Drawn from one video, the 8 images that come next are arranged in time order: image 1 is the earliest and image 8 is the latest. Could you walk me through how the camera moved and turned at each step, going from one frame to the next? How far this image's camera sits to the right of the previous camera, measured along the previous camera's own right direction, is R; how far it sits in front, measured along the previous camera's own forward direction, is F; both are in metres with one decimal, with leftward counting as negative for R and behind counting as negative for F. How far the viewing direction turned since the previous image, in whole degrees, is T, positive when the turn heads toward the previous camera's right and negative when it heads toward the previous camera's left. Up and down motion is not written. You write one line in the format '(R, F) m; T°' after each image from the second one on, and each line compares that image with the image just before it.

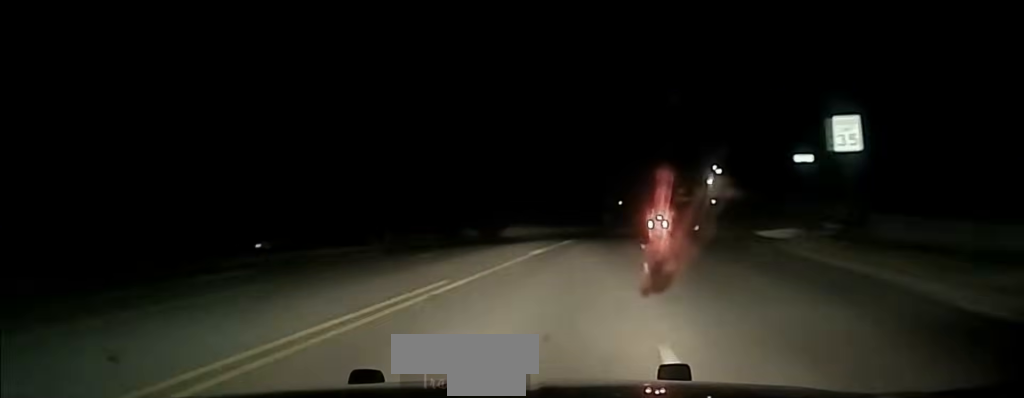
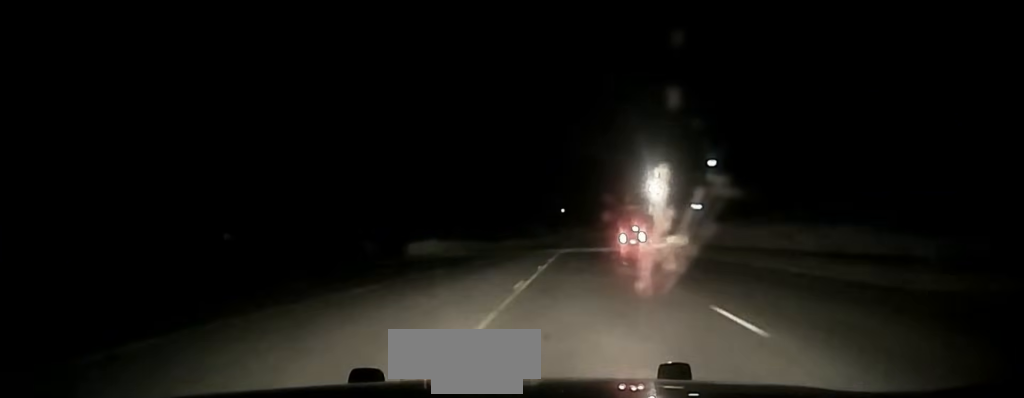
(0.0, +30.5) m; +1°
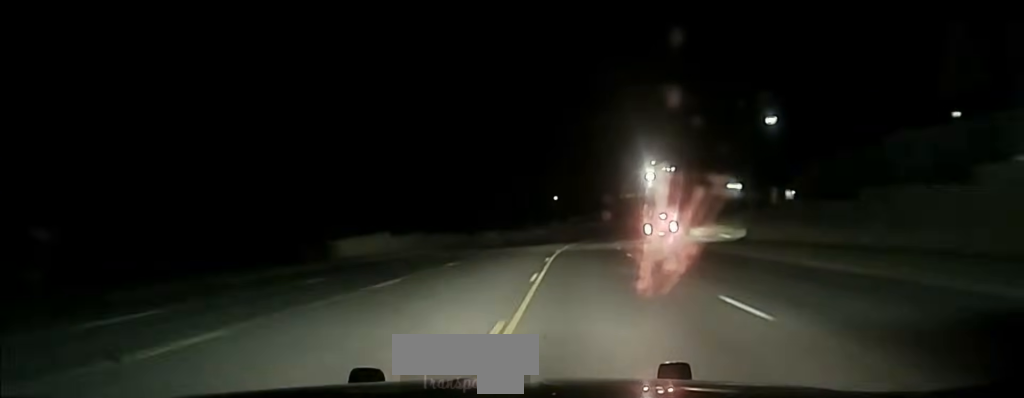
(+0.4, +20.6) m; +2°
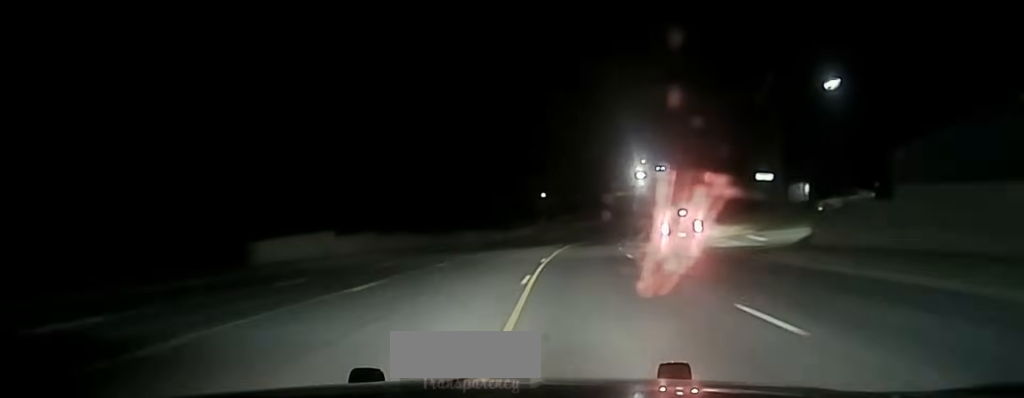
(0.0, +11.1) m; +1°
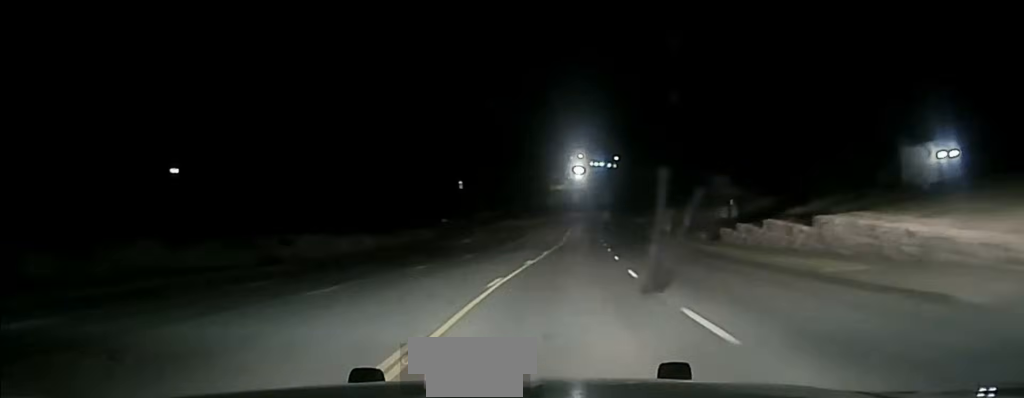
(+1.5, +45.0) m; +4°
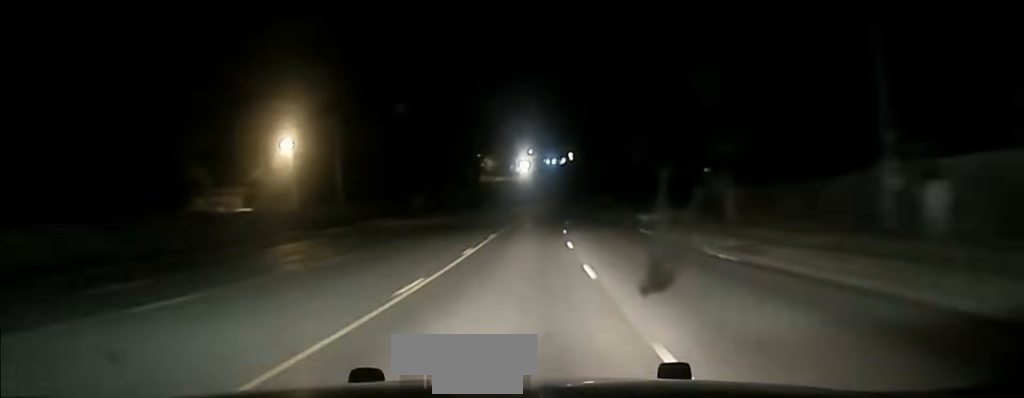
(+2.4, +66.6) m; +4°
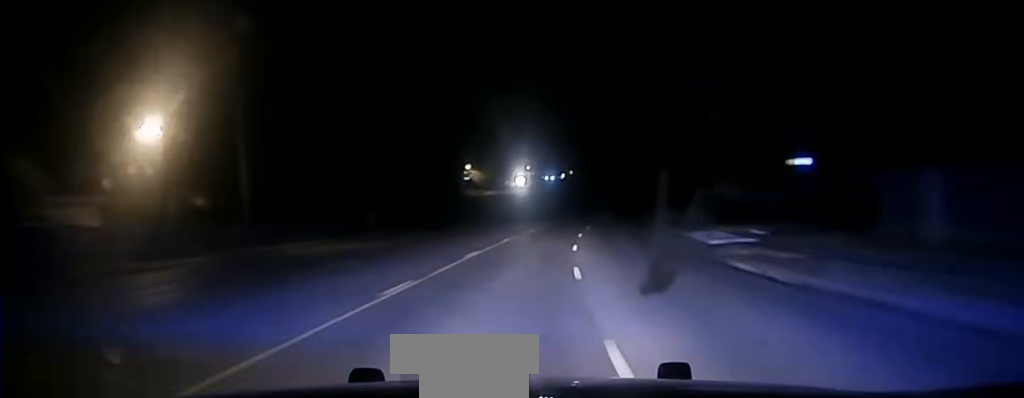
(+0.3, +27.0) m; +1°
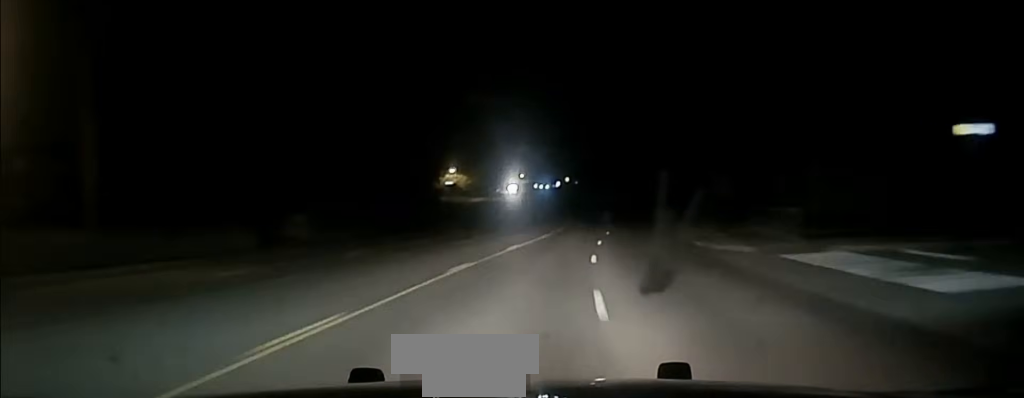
(+0.1, +20.9) m; +1°
